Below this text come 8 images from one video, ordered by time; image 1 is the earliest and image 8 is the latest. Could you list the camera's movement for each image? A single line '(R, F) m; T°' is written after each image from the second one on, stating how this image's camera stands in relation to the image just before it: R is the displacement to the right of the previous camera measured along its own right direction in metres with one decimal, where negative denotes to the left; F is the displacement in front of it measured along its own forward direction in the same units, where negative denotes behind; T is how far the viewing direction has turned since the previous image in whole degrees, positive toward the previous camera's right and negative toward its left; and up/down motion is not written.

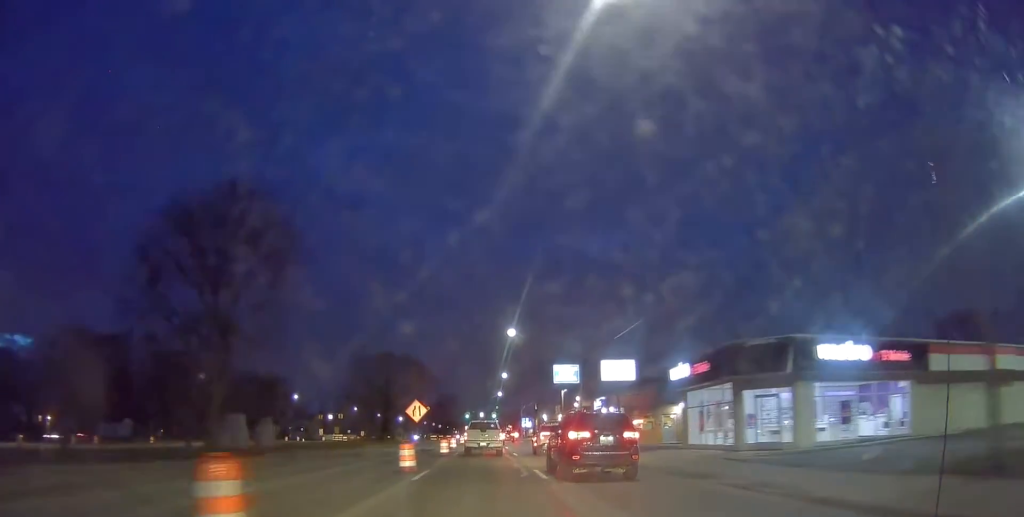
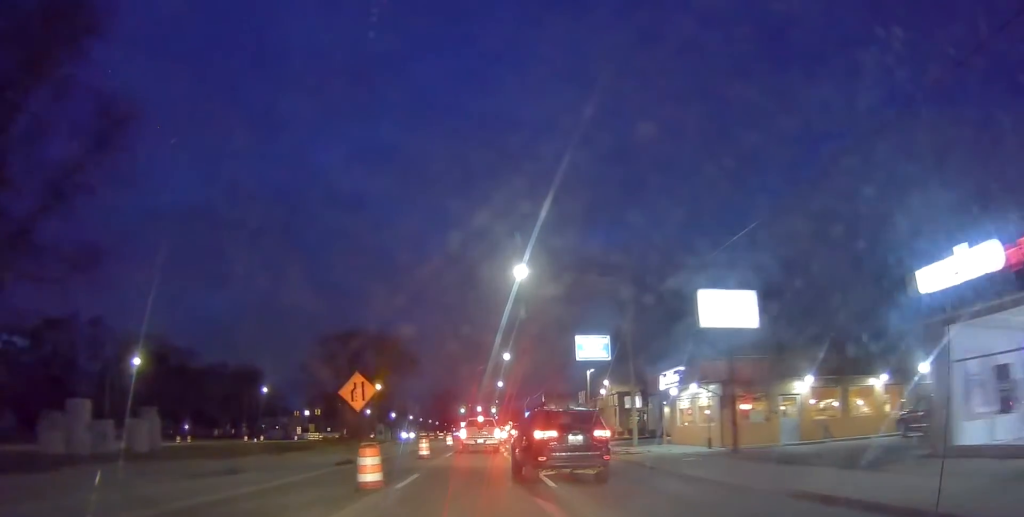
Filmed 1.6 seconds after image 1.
(-0.5, +19.3) m; +1°
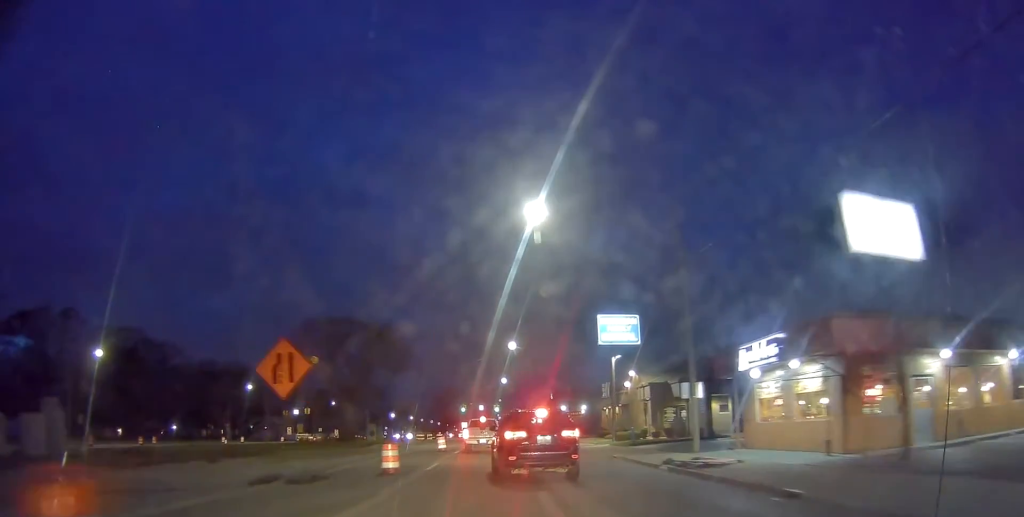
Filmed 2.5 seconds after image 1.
(+0.3, +9.9) m; +2°
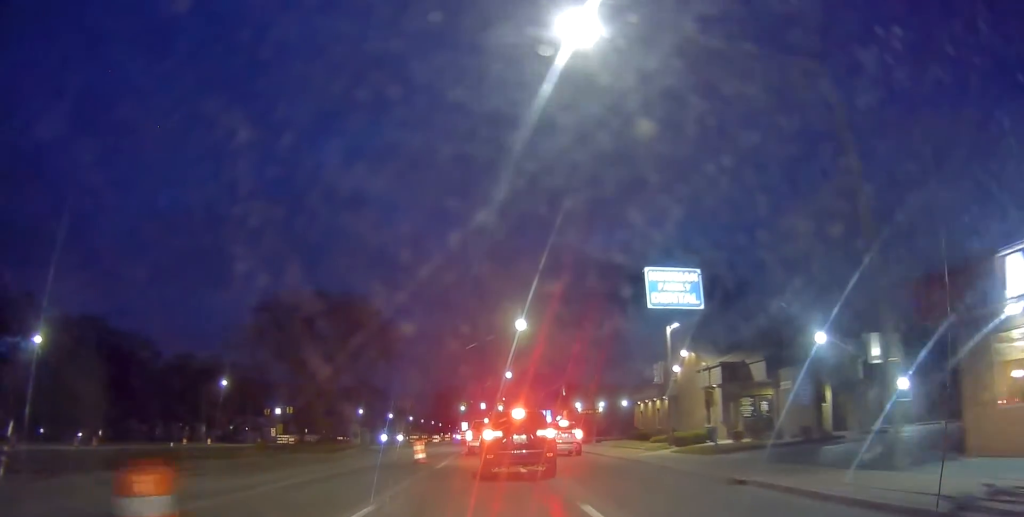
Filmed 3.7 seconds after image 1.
(+0.1, +13.3) m; 0°
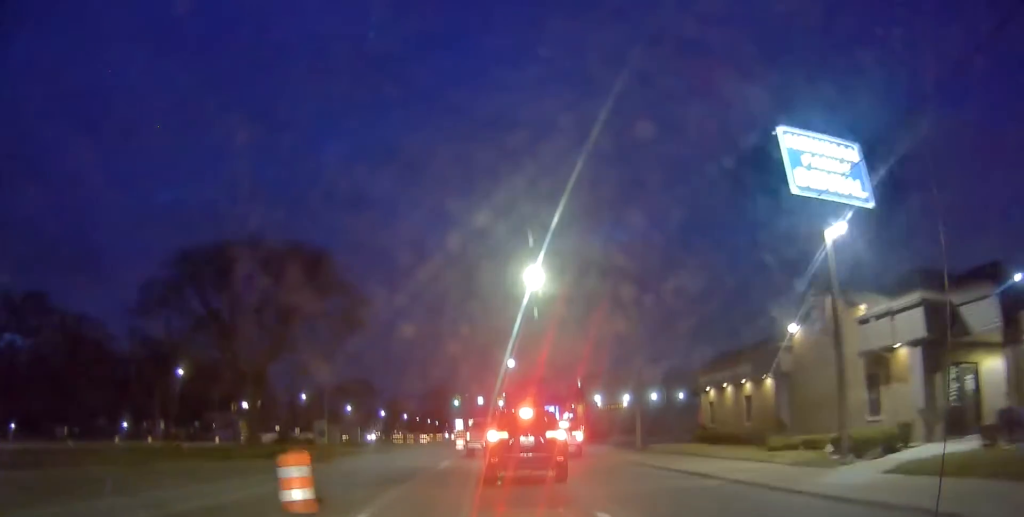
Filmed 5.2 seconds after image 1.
(0.0, +15.2) m; 0°
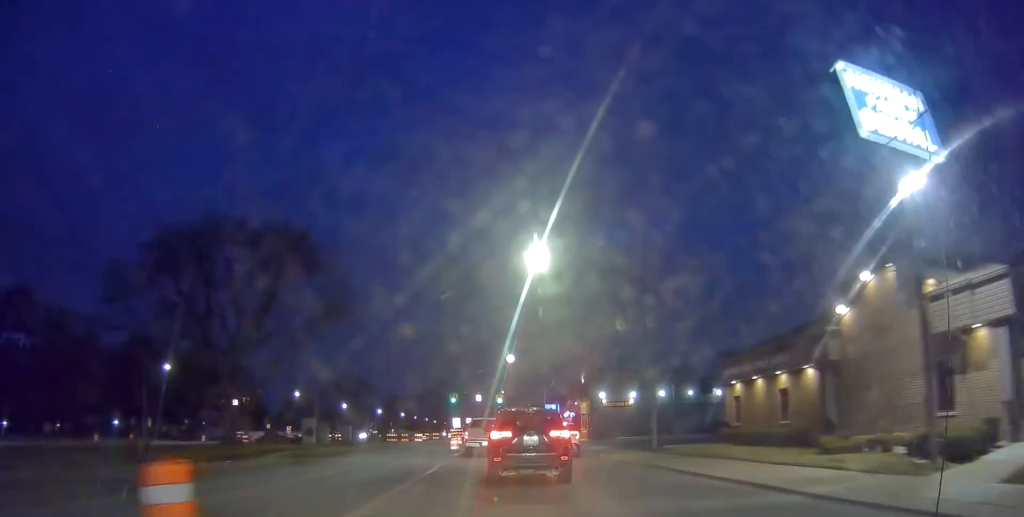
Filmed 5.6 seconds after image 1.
(0.0, +3.7) m; 0°
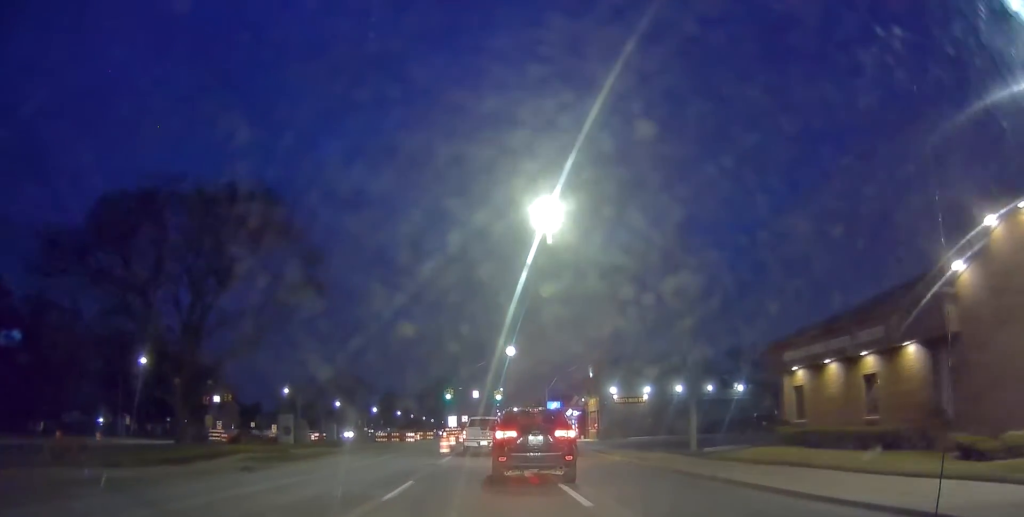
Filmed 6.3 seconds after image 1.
(0.0, +6.7) m; 0°
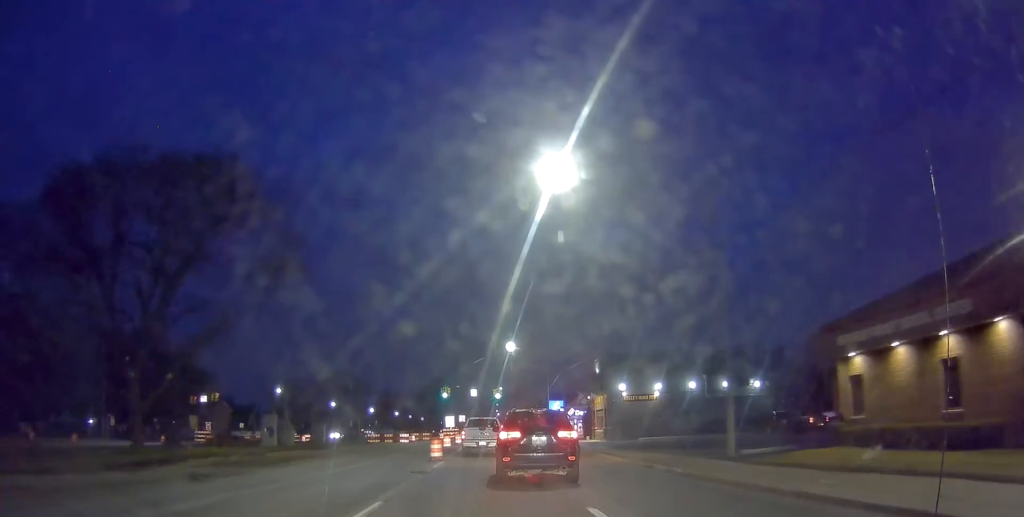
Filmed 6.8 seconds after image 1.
(0.0, +4.3) m; 0°
